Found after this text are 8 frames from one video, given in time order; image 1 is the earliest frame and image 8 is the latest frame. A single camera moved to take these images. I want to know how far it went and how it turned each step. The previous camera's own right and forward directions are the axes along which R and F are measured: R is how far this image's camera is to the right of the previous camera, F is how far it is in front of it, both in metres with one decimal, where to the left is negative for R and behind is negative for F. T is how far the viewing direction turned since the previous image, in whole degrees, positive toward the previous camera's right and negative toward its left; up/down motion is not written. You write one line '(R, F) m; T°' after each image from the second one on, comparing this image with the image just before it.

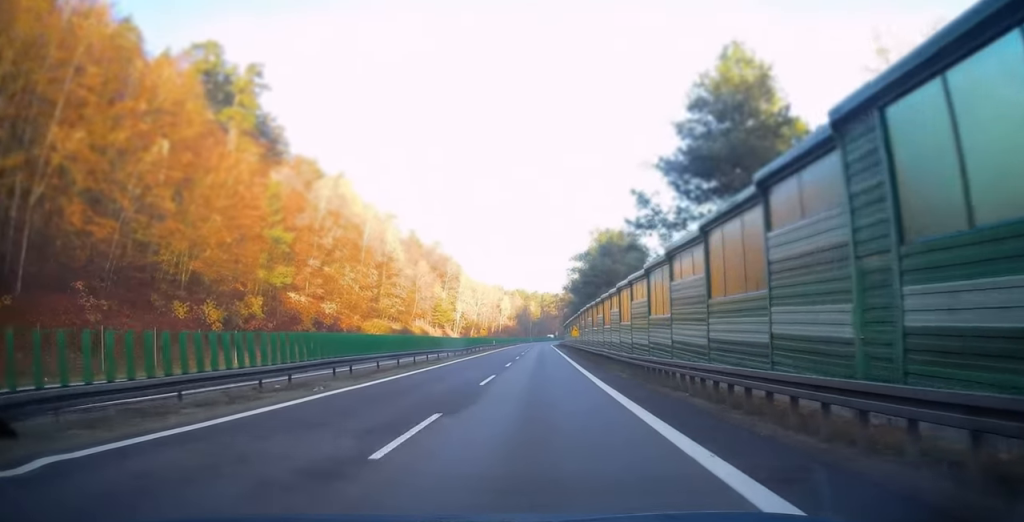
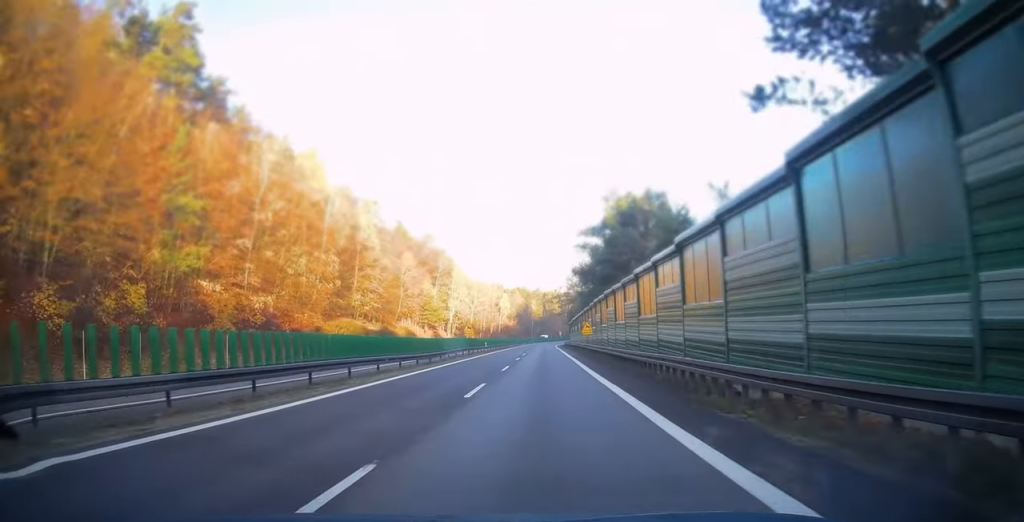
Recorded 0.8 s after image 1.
(0.0, +16.6) m; 0°
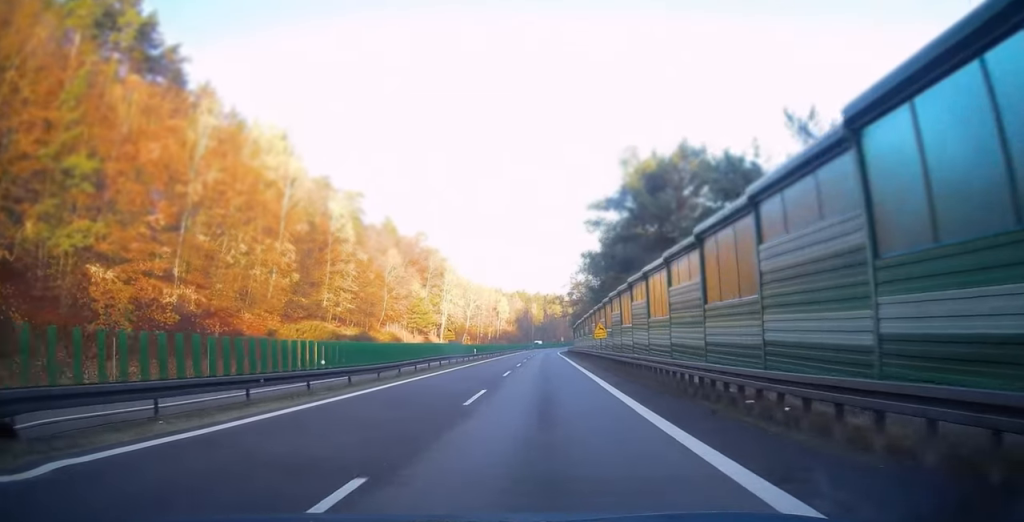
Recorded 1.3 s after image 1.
(+0.1, +12.6) m; 0°
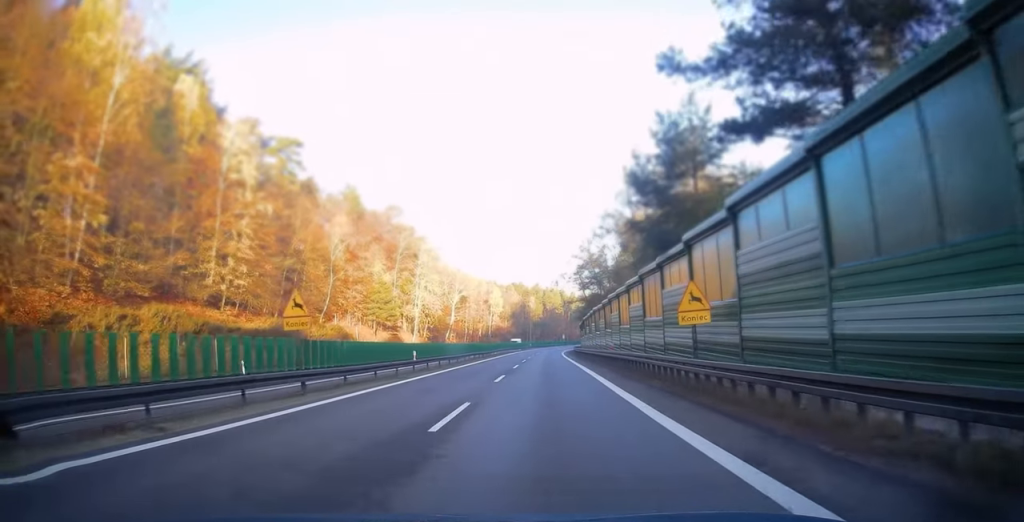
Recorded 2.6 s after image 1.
(-0.4, +28.4) m; -1°
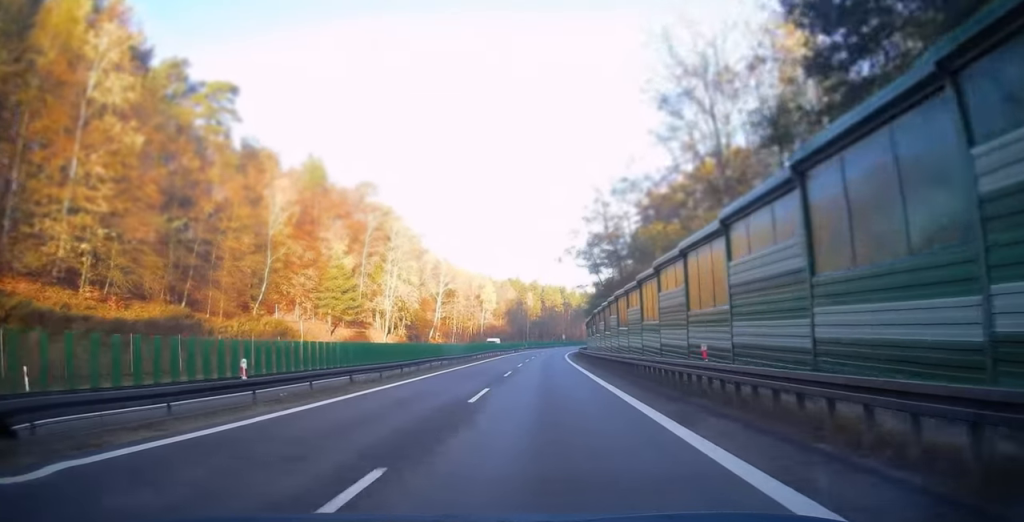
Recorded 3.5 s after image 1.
(0.0, +19.2) m; 0°
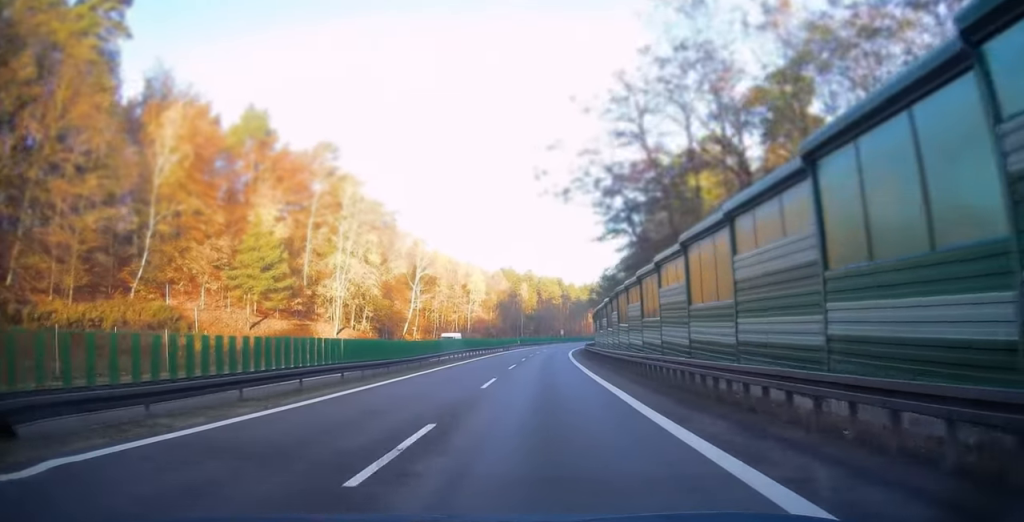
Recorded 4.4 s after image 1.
(0.0, +20.6) m; +1°
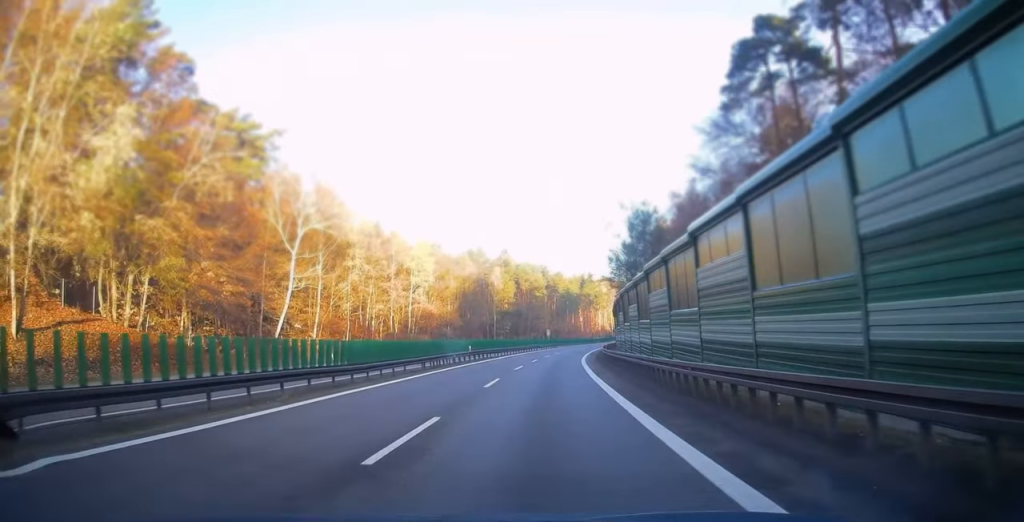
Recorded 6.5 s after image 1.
(+0.4, +46.9) m; +1°
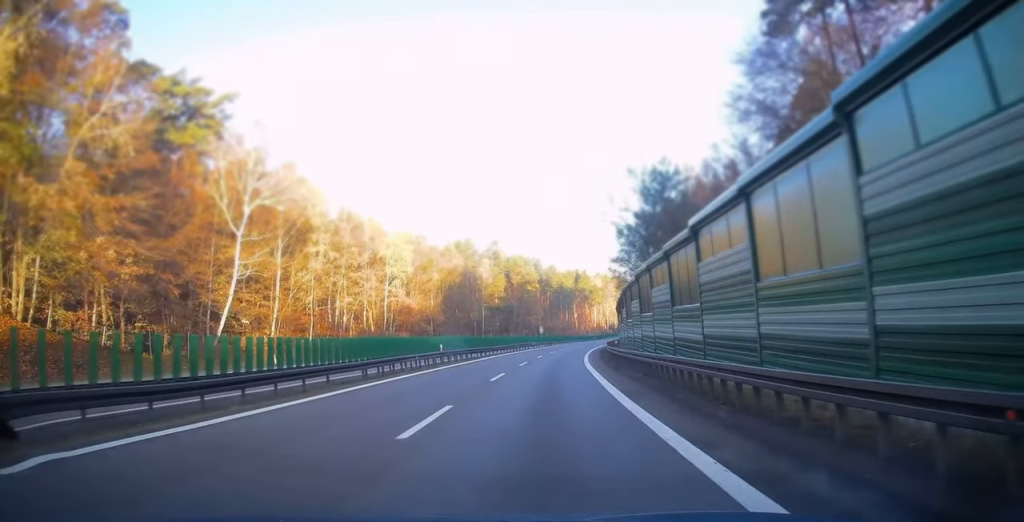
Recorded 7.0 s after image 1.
(+0.1, +10.4) m; +1°
